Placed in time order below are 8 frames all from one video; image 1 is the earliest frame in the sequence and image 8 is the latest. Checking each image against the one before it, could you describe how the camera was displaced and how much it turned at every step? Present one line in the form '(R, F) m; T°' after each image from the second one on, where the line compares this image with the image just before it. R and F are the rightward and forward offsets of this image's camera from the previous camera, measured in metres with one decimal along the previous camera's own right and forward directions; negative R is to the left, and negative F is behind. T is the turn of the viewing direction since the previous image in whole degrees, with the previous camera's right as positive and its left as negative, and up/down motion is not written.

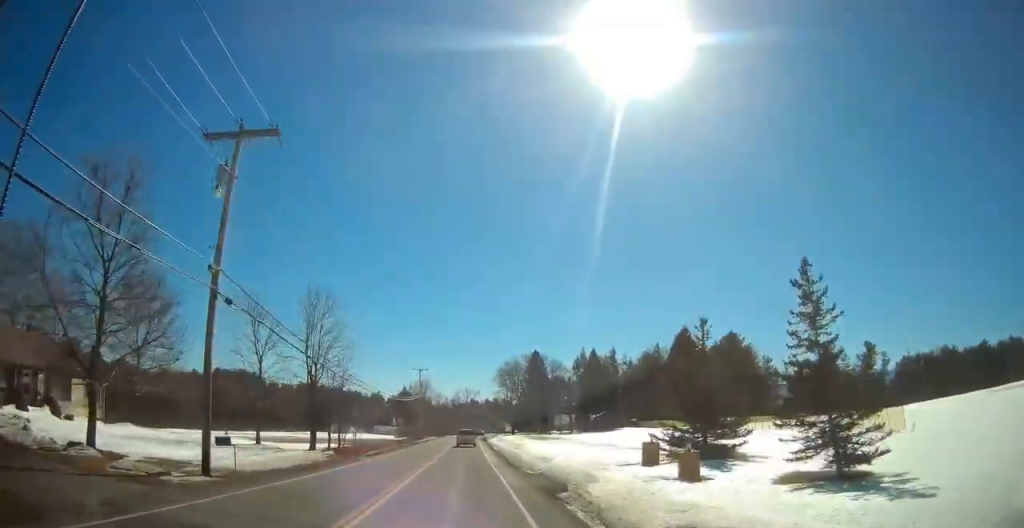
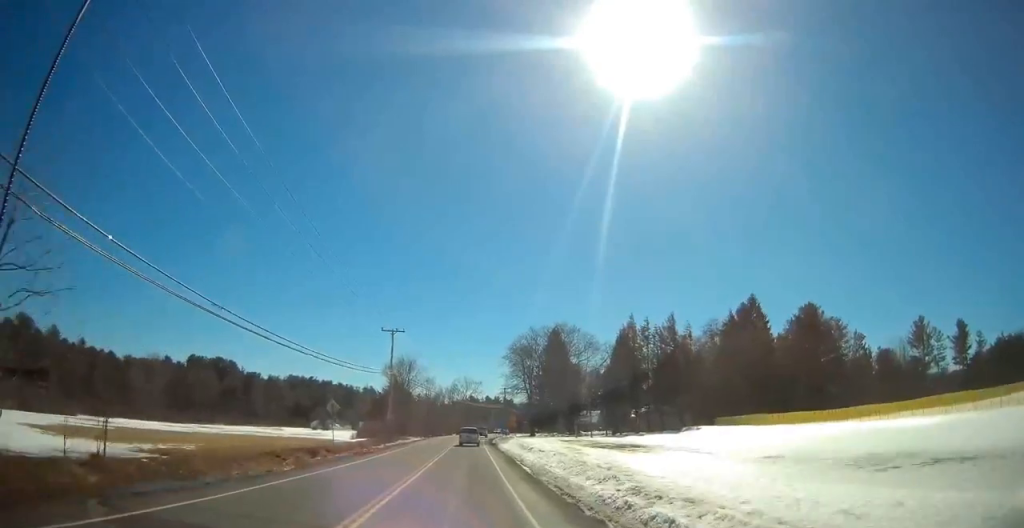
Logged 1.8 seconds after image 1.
(-0.4, +35.1) m; 0°
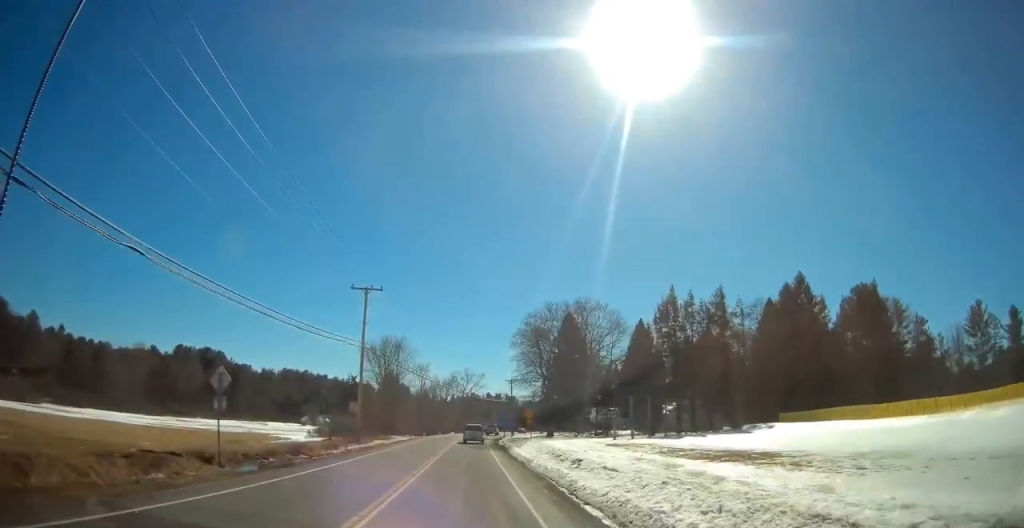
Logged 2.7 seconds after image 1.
(+0.1, +16.9) m; +1°
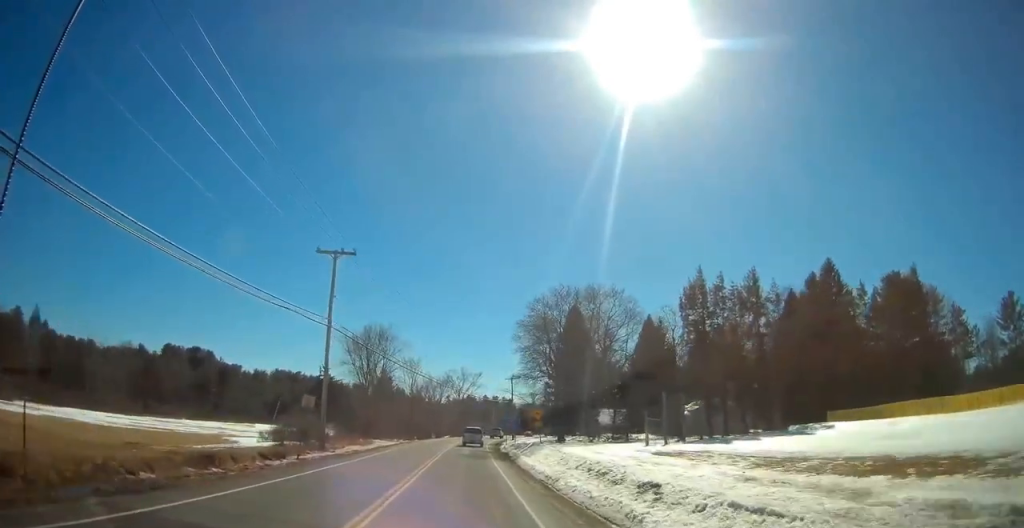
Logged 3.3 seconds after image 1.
(+0.1, +9.8) m; 0°
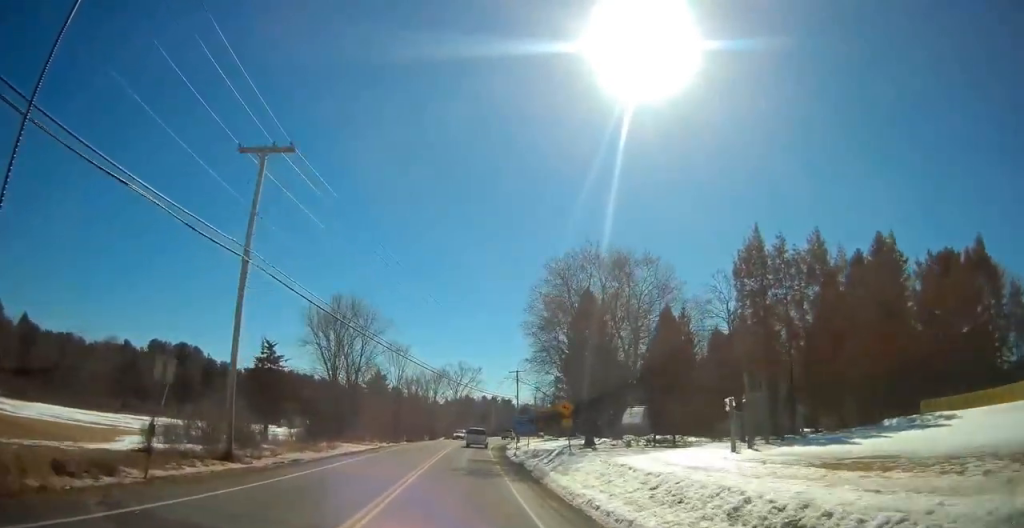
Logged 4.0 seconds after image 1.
(-0.1, +13.3) m; 0°
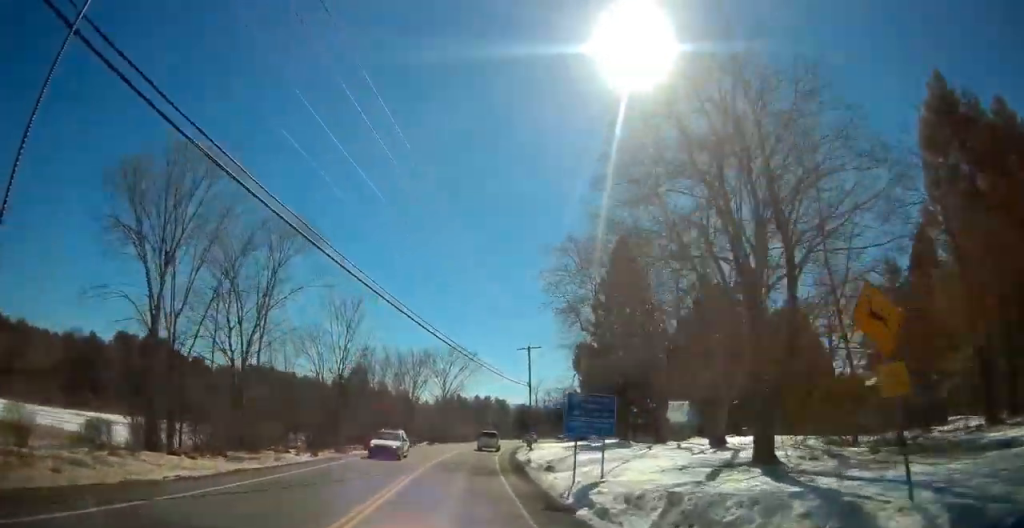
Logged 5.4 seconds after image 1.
(+0.1, +25.2) m; +1°
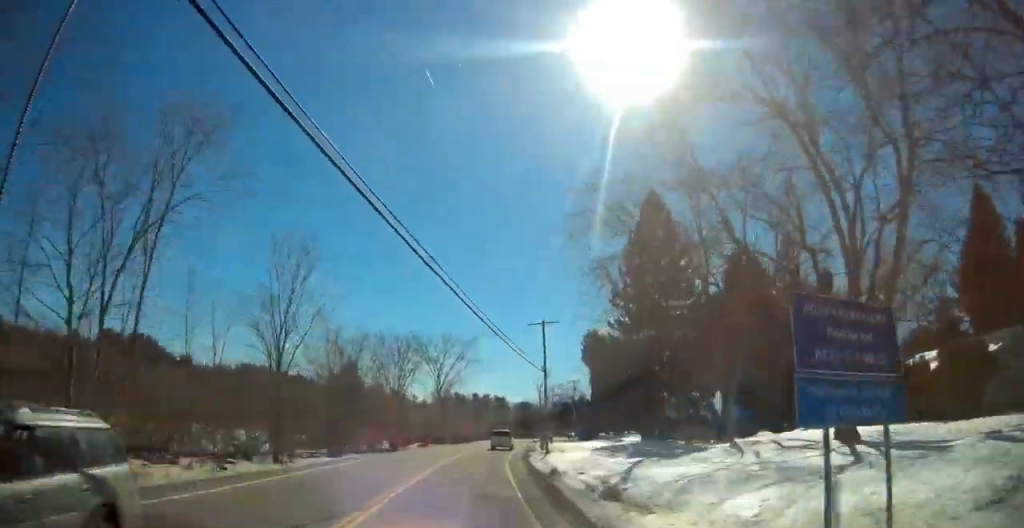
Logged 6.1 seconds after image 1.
(+0.1, +12.6) m; 0°
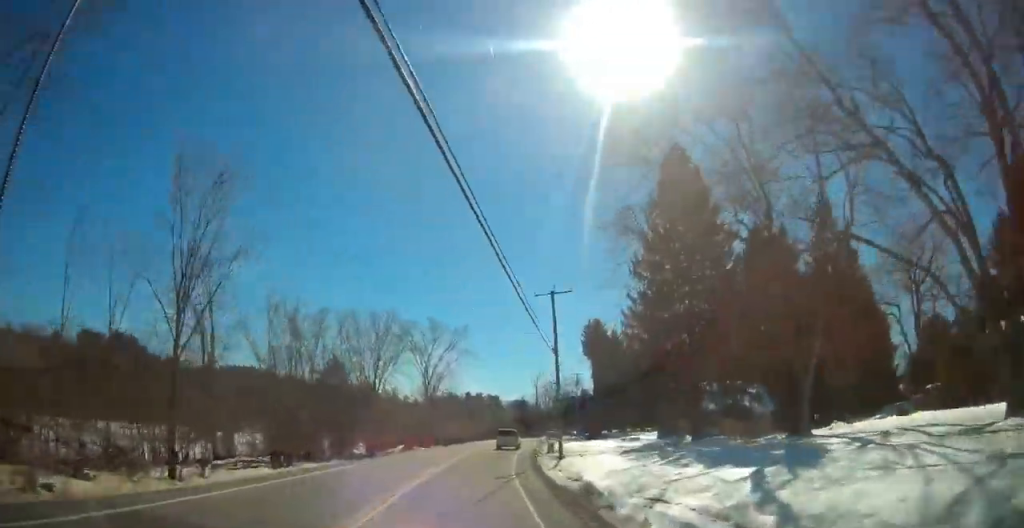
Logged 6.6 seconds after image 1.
(0.0, +9.6) m; 0°
